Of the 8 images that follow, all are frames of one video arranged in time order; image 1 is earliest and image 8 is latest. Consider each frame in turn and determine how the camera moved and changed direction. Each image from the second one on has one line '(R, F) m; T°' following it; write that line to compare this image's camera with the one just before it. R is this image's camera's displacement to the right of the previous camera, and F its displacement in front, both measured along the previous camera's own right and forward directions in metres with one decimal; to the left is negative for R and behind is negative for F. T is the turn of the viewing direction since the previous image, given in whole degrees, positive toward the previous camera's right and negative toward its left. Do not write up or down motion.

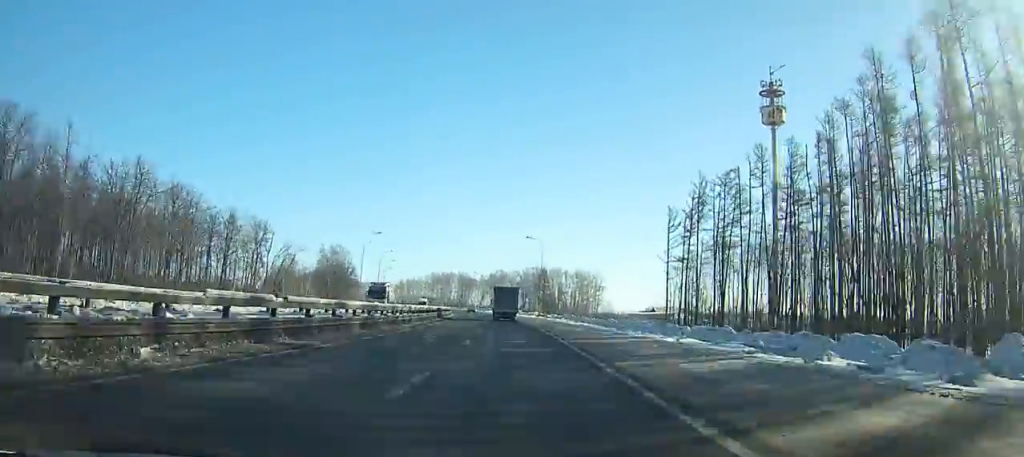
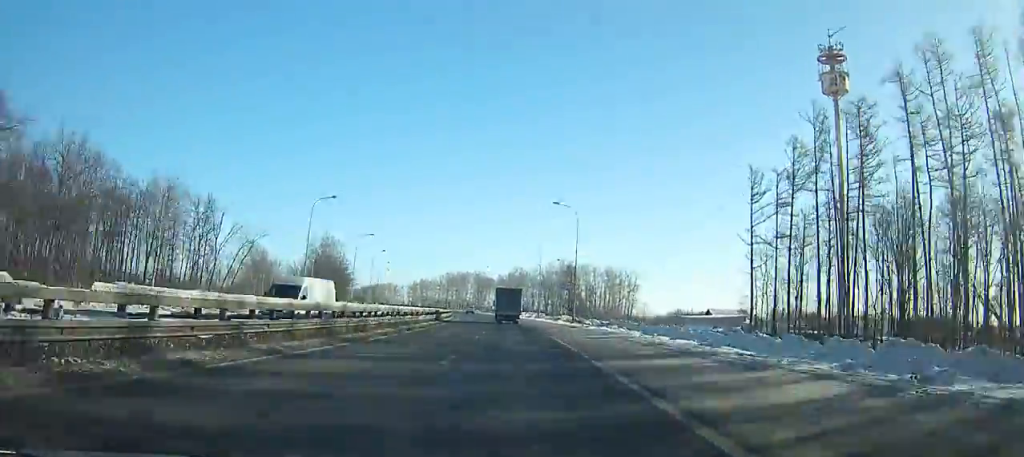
(-0.6, +30.0) m; -2°
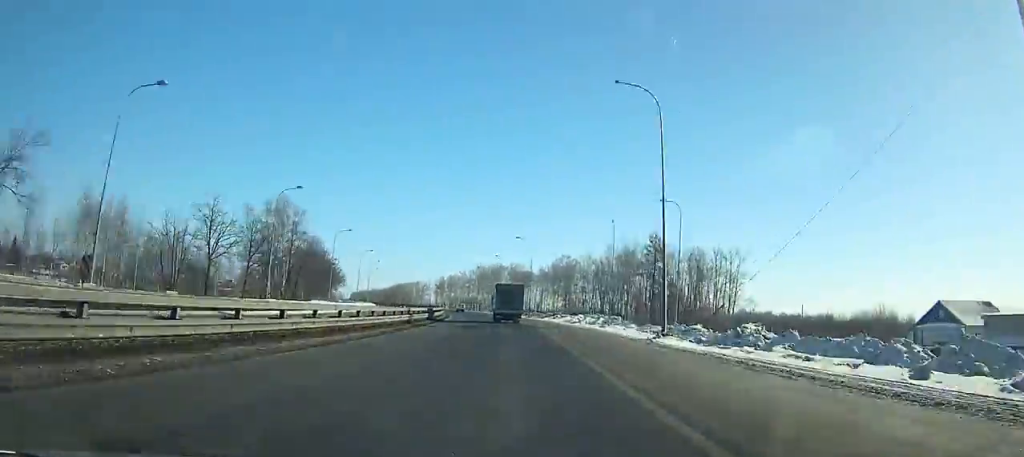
(-1.7, +62.4) m; -4°
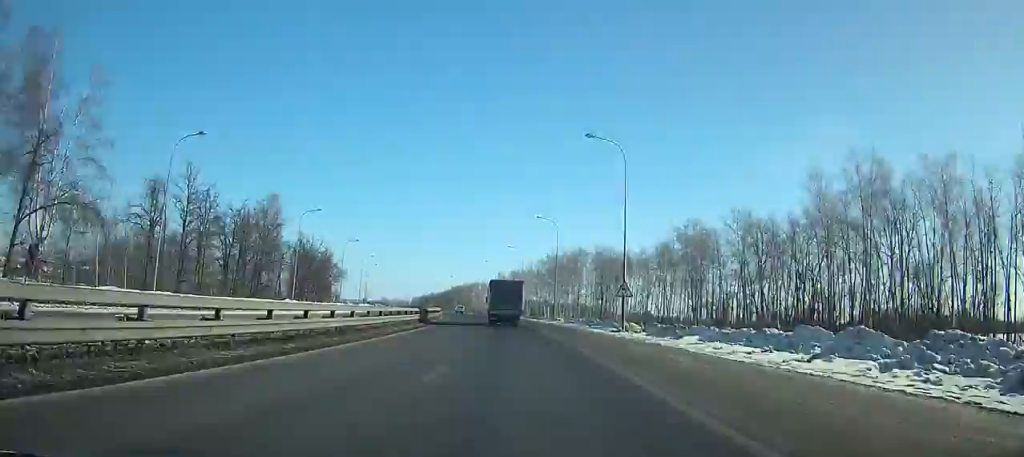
(-5.2, +85.7) m; -7°
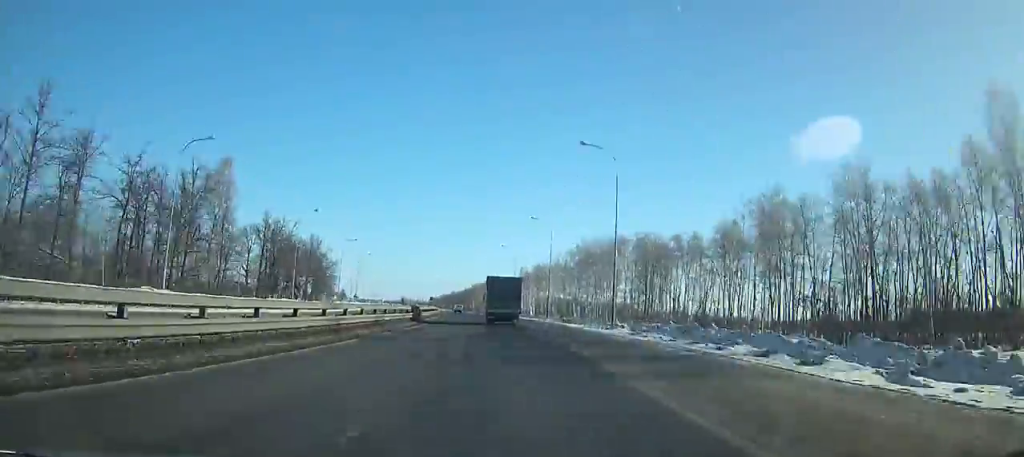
(-0.2, +30.1) m; -2°
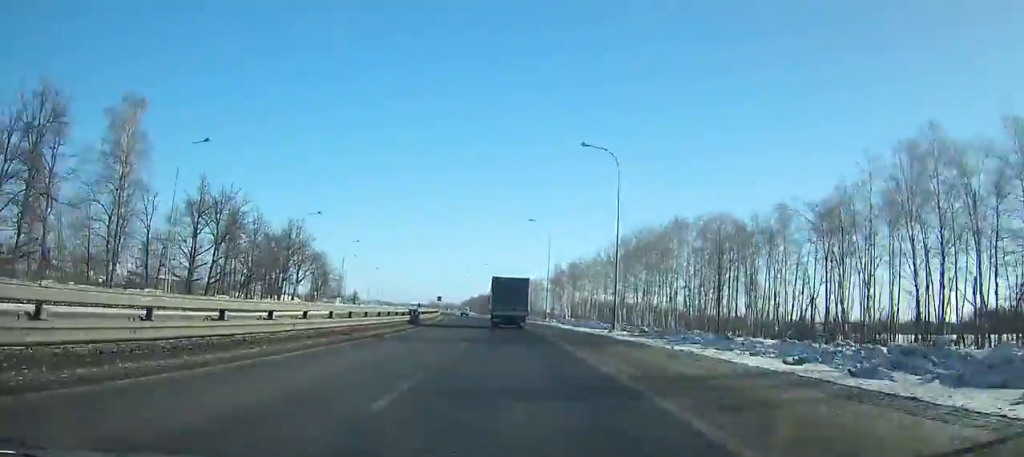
(-1.1, +32.3) m; -3°
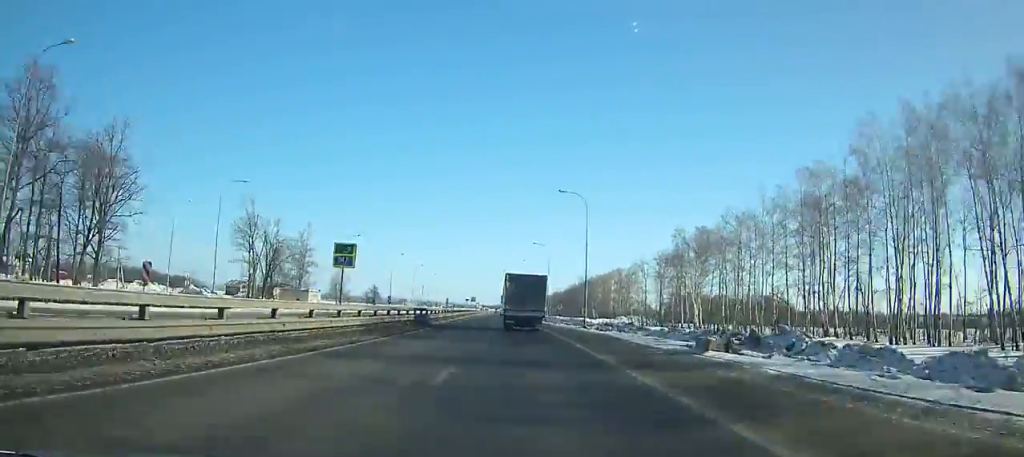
(-5.1, +82.6) m; -6°
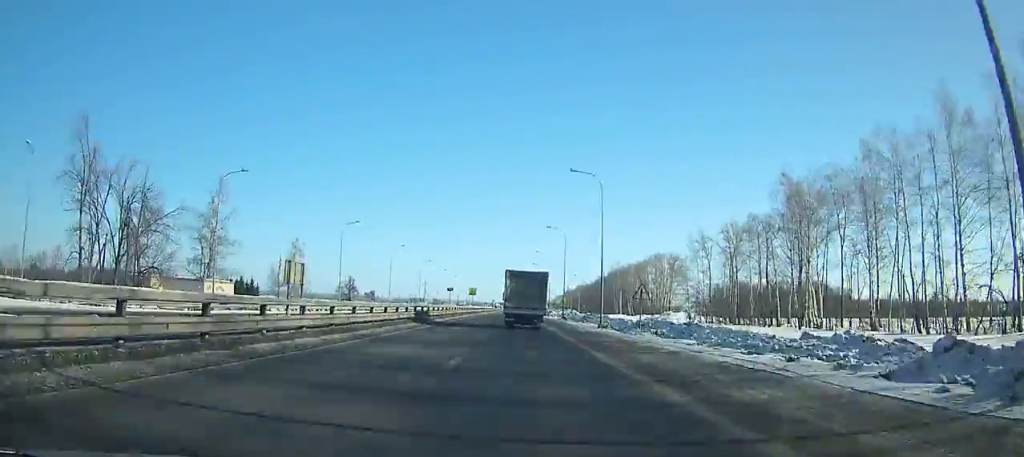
(-1.3, +45.7) m; -3°
